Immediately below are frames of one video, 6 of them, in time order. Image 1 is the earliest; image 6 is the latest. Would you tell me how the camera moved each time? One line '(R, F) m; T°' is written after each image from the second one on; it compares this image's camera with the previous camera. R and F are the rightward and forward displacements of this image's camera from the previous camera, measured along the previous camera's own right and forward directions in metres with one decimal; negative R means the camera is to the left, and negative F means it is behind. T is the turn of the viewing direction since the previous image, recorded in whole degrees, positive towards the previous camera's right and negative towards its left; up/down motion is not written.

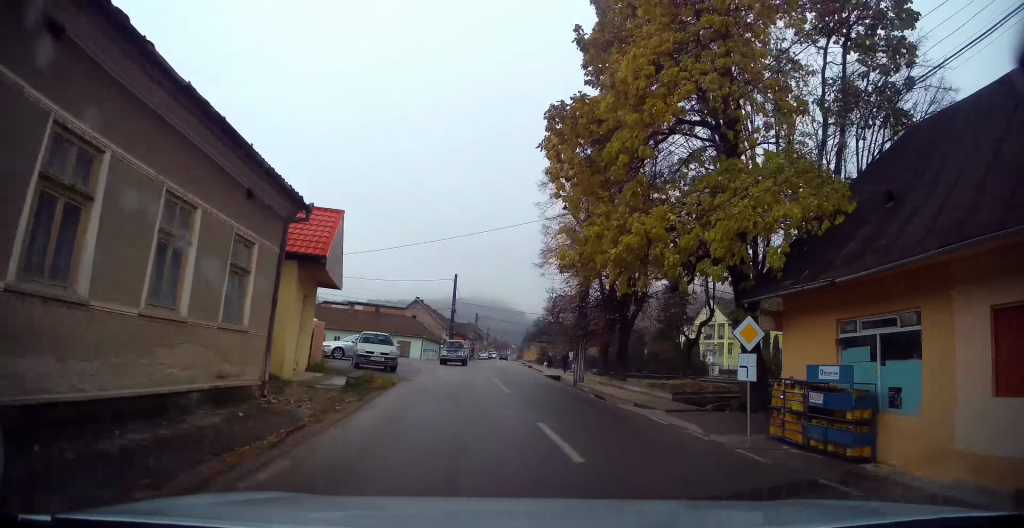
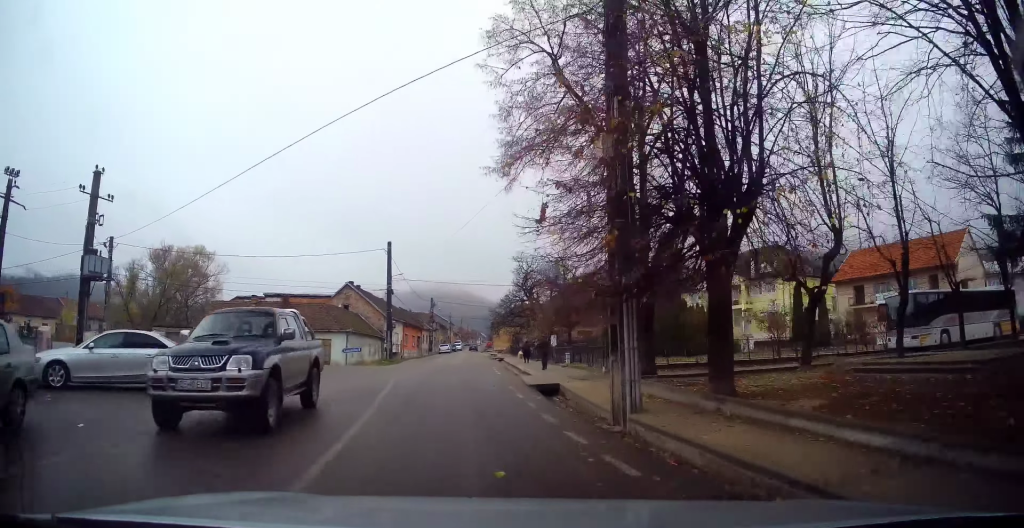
(+1.0, +16.8) m; +3°
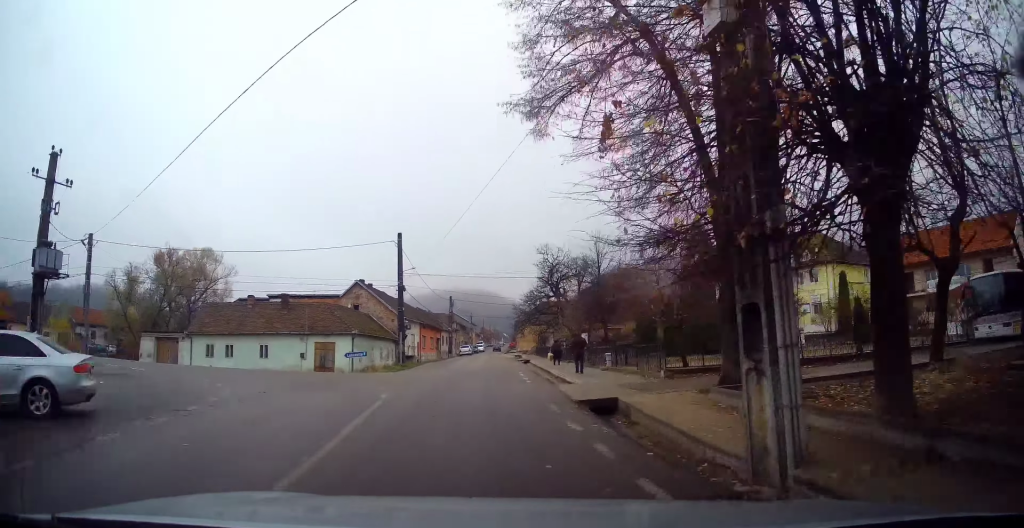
(0.0, +4.7) m; -1°
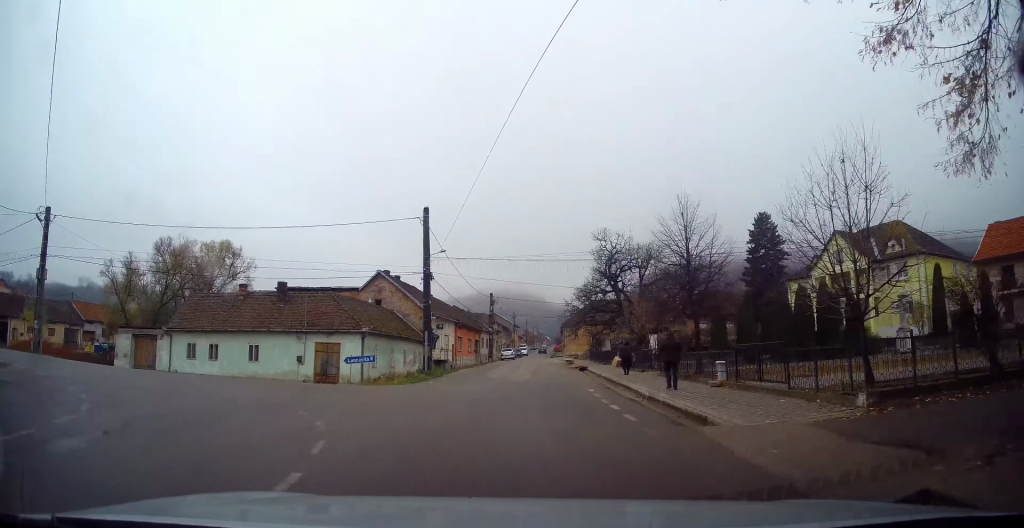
(-0.2, +8.2) m; -7°
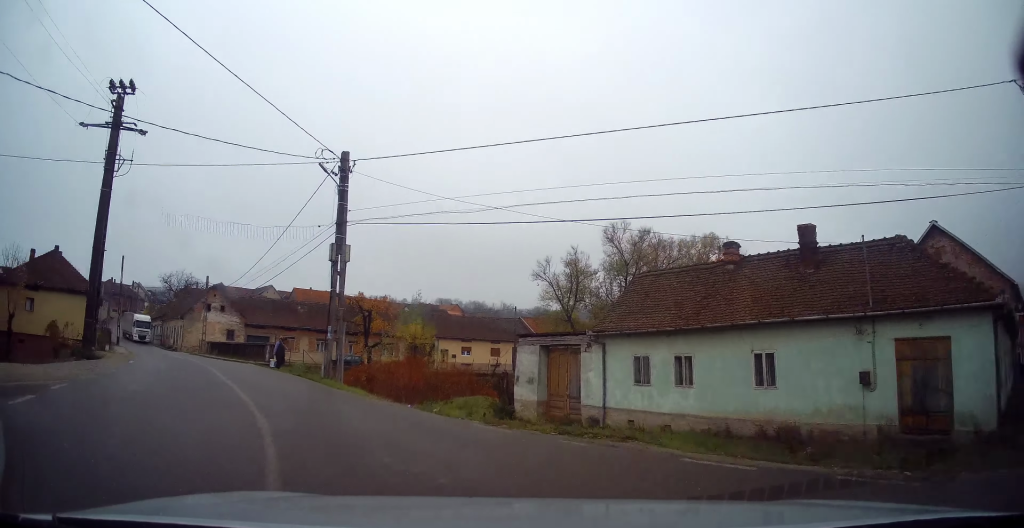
(-6.5, +15.7) m; -55°
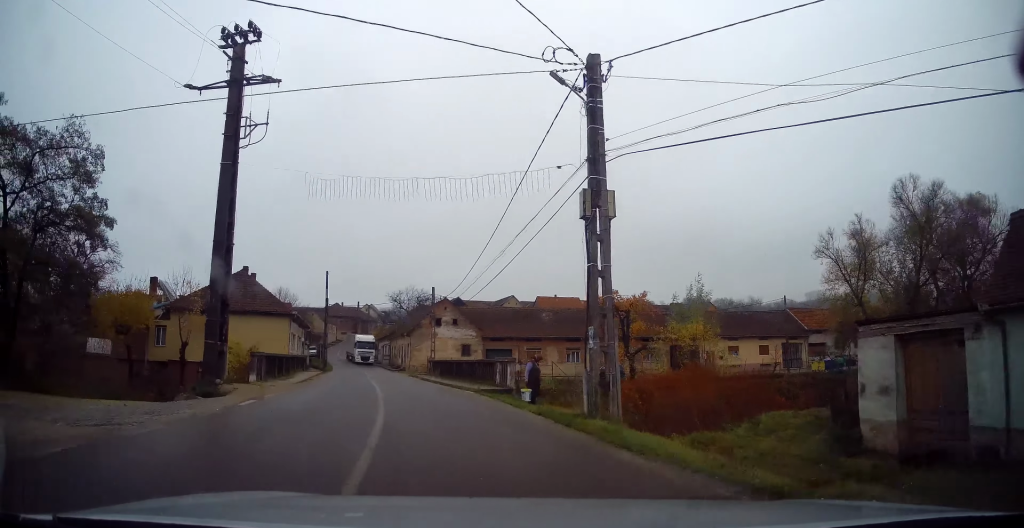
(-2.1, +8.2) m; -23°
